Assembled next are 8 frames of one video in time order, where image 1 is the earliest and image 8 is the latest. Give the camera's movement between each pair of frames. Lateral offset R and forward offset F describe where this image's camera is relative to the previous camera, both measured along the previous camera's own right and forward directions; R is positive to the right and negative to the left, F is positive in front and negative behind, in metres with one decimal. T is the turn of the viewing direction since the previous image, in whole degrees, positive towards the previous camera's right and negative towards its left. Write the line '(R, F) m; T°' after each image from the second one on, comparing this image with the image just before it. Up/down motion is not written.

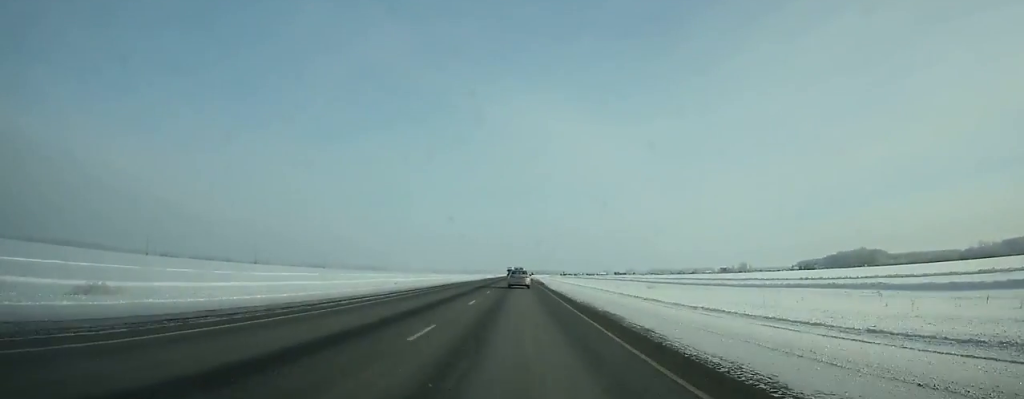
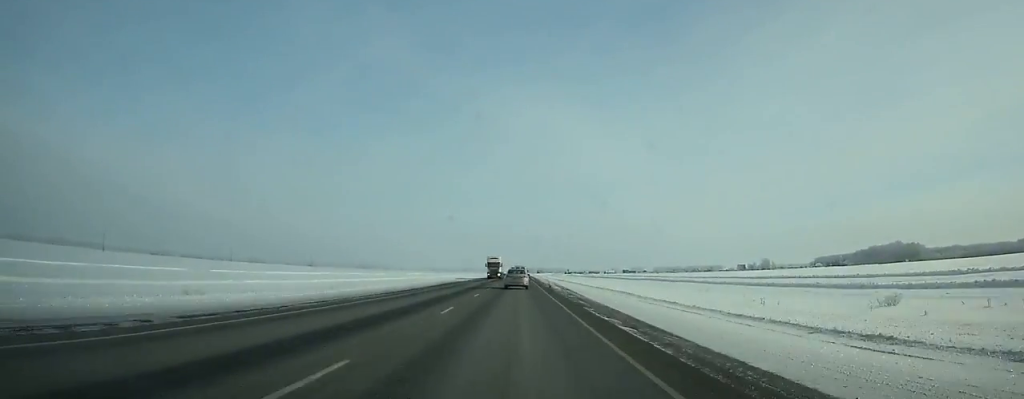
(0.0, +76.3) m; 0°
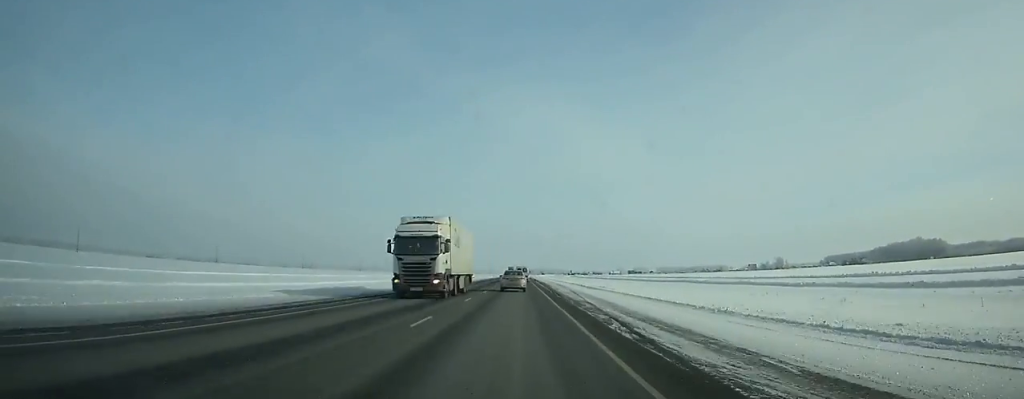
(-0.1, +39.1) m; 0°
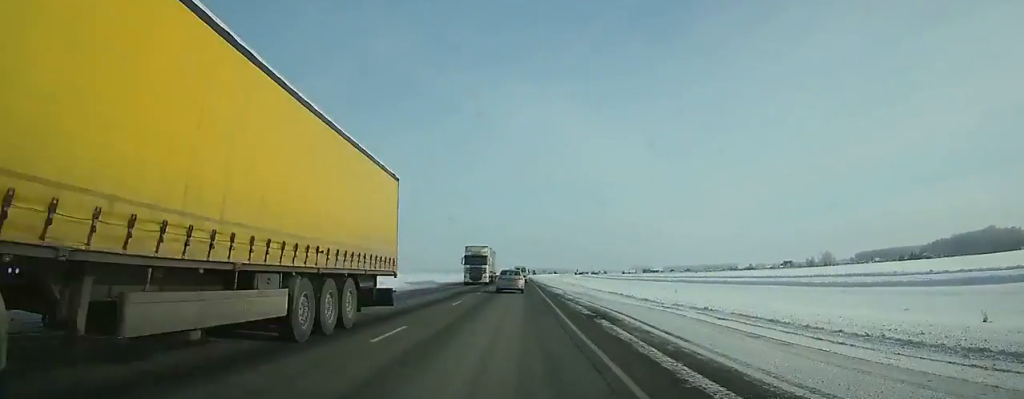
(-0.1, +123.5) m; 0°
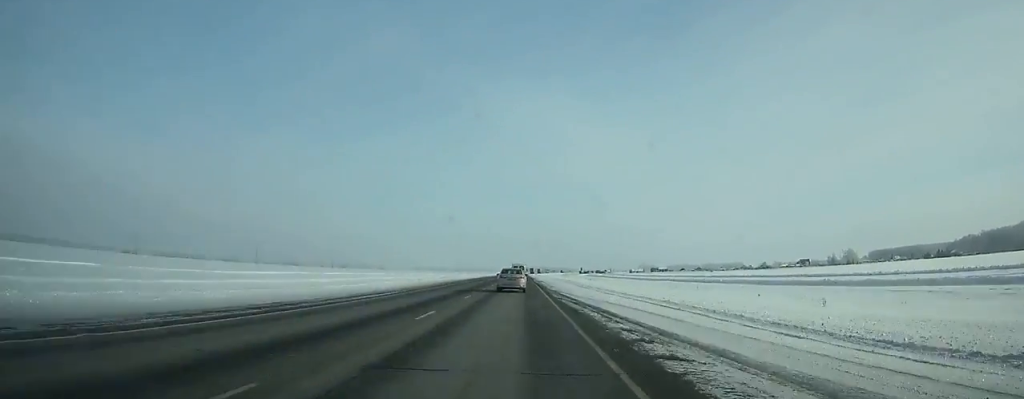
(0.0, +43.2) m; 0°
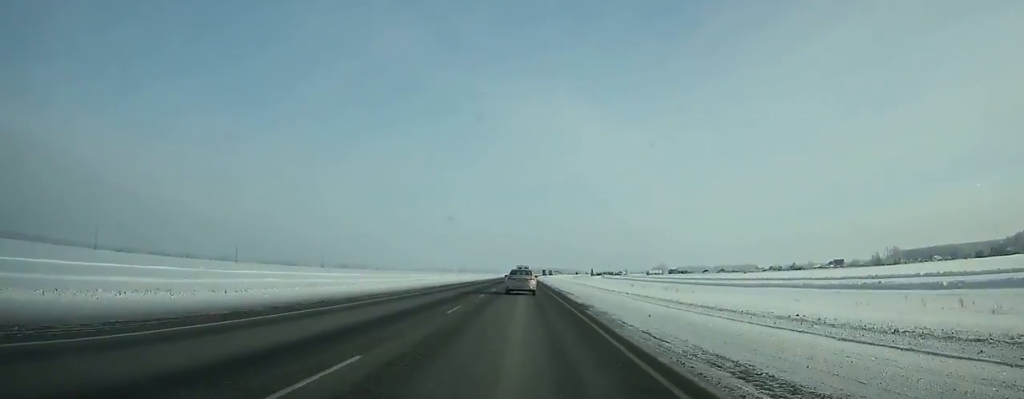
(+0.1, +69.1) m; 0°
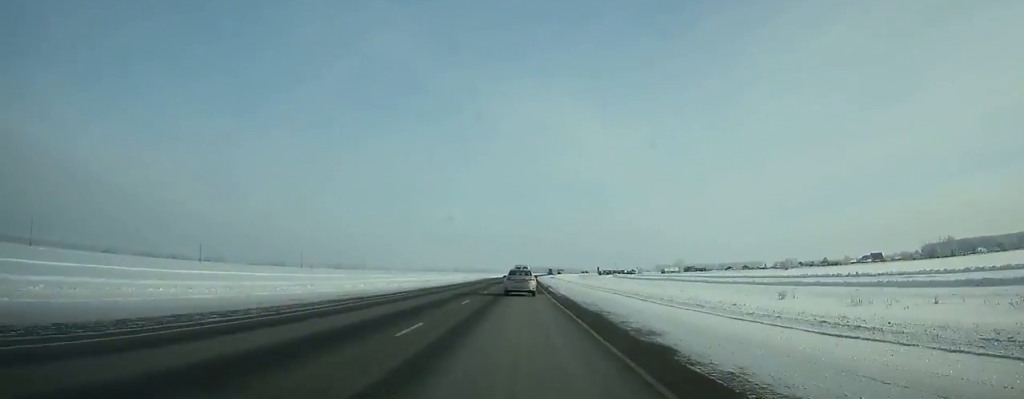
(0.0, +77.3) m; 0°
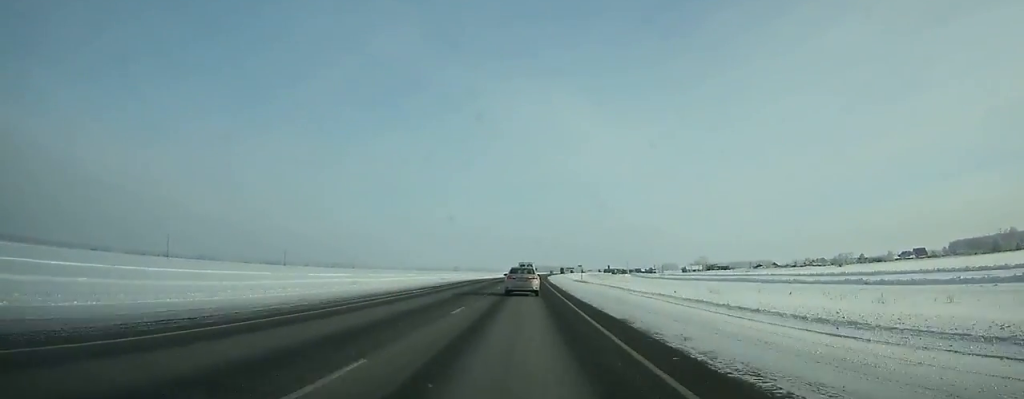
(+0.1, +63.6) m; +1°
